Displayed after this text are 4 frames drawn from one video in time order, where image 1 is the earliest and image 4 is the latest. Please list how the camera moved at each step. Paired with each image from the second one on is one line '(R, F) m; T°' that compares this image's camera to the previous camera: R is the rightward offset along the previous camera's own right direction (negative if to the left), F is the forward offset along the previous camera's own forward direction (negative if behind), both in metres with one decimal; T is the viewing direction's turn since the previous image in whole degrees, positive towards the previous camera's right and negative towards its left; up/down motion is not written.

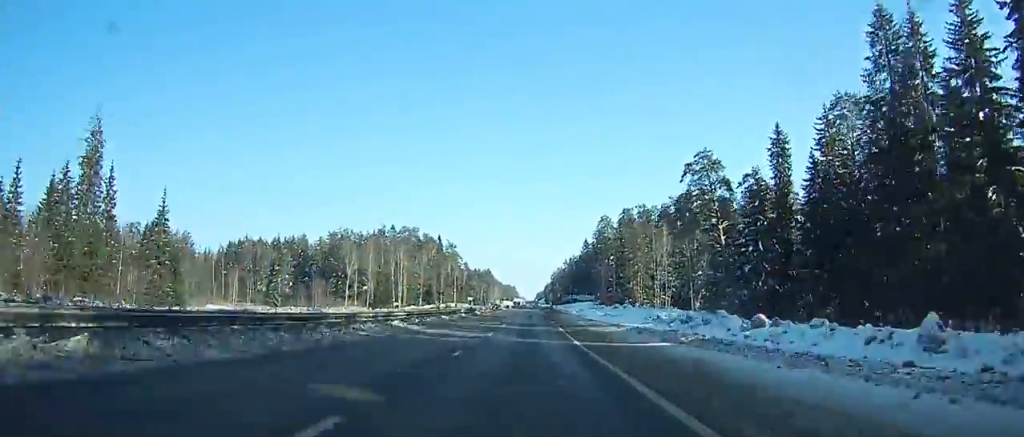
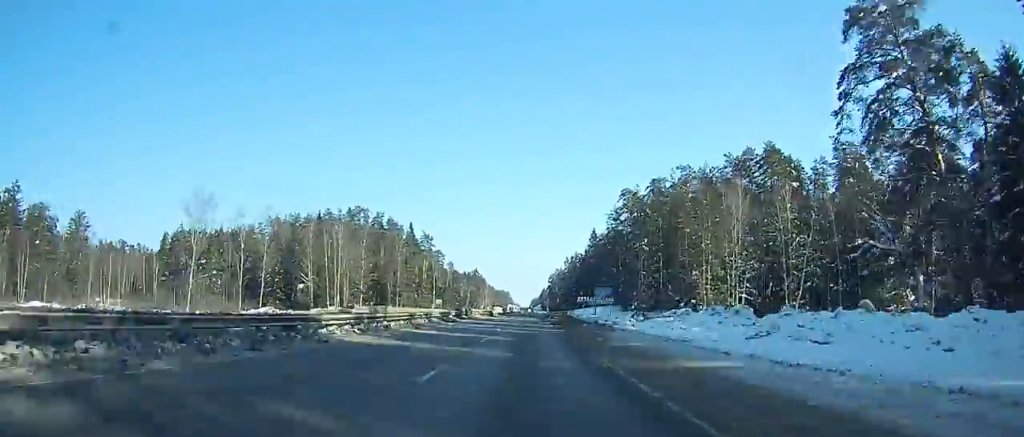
(+0.1, +53.1) m; 0°
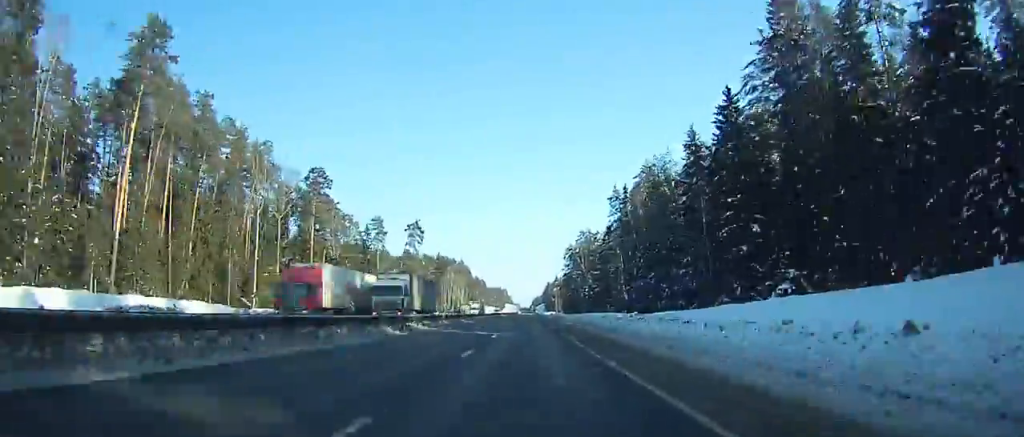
(+0.7, +172.8) m; 0°
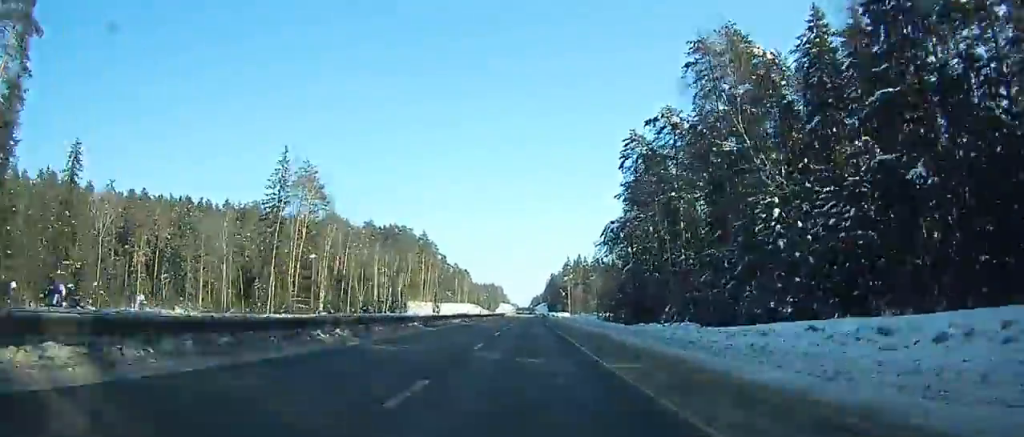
(-0.6, +140.8) m; 0°
